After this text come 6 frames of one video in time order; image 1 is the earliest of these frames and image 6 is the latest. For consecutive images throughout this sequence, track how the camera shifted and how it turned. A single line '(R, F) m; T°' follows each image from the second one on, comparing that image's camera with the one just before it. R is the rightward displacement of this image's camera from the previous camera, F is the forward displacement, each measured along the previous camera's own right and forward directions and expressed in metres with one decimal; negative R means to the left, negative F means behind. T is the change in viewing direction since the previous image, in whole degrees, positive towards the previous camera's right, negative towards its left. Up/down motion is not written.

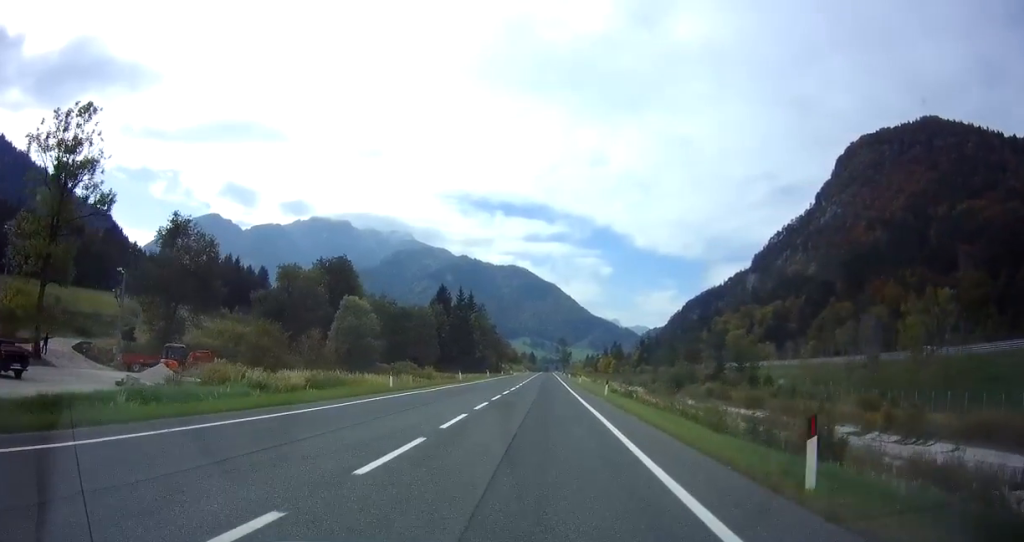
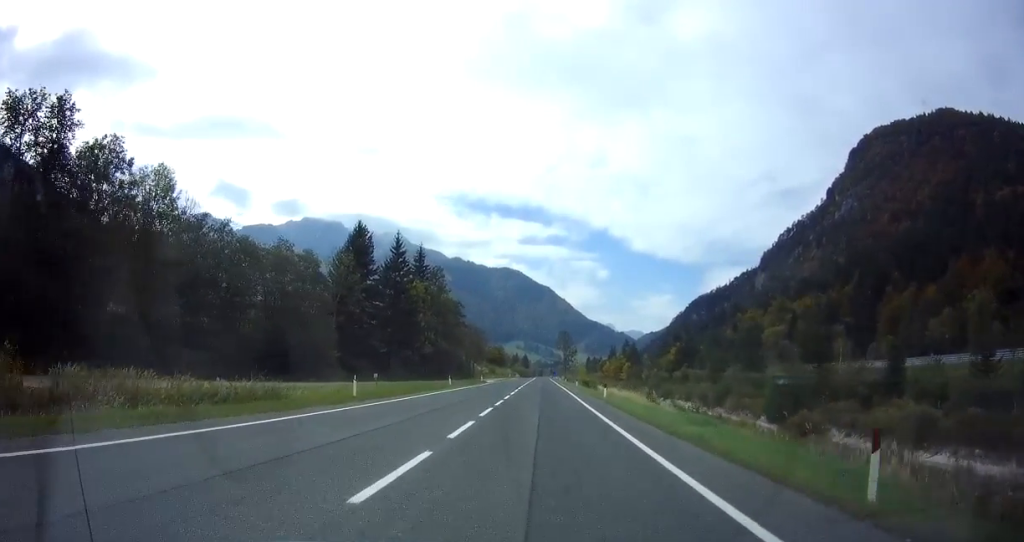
(+0.2, +51.7) m; +1°
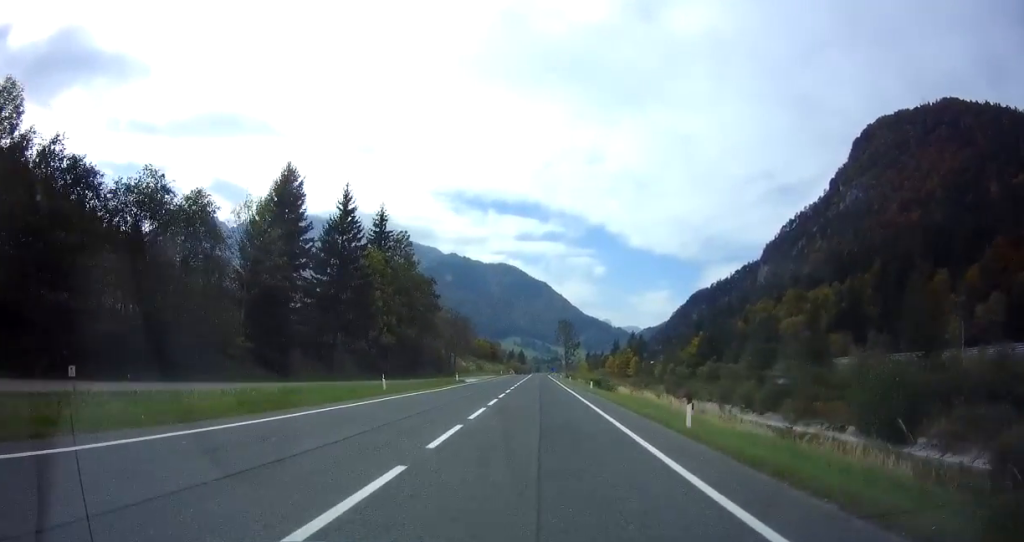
(-0.2, +19.7) m; 0°
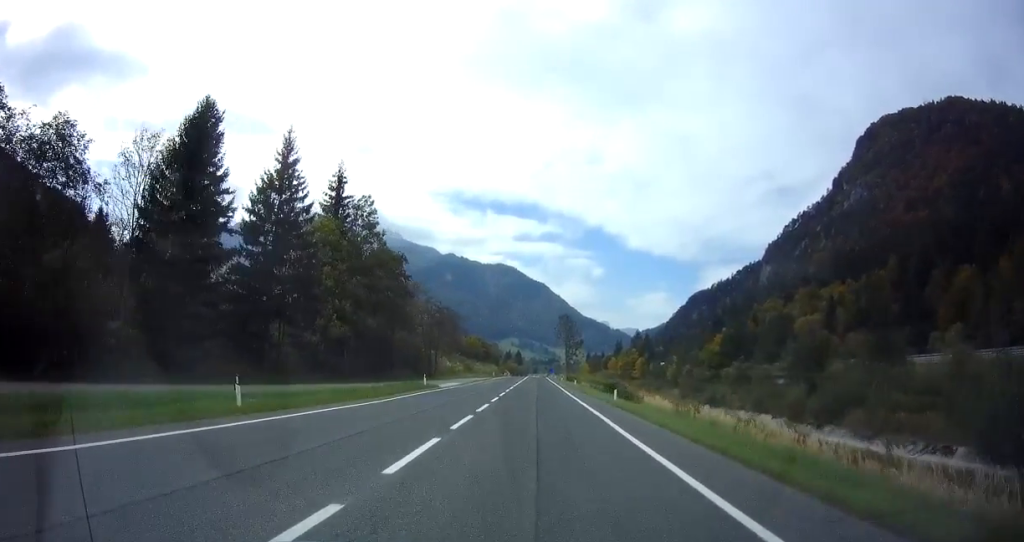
(+0.1, +13.5) m; +1°
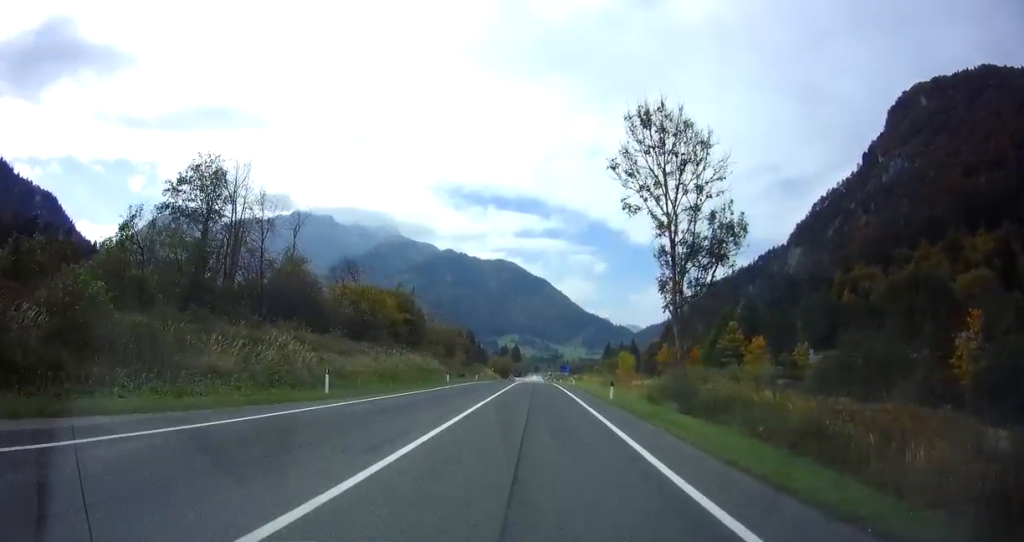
(+0.1, +79.6) m; 0°
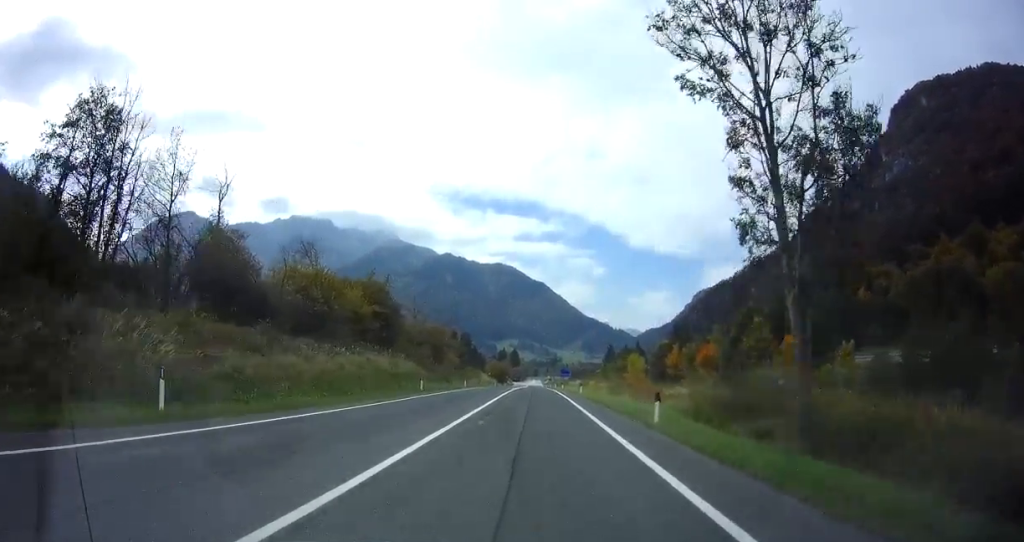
(-0.2, +9.9) m; 0°
